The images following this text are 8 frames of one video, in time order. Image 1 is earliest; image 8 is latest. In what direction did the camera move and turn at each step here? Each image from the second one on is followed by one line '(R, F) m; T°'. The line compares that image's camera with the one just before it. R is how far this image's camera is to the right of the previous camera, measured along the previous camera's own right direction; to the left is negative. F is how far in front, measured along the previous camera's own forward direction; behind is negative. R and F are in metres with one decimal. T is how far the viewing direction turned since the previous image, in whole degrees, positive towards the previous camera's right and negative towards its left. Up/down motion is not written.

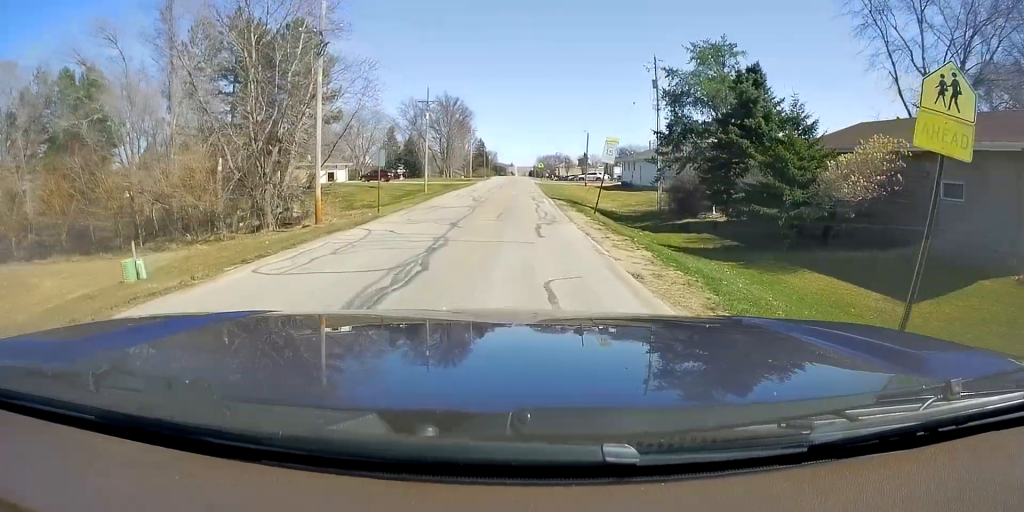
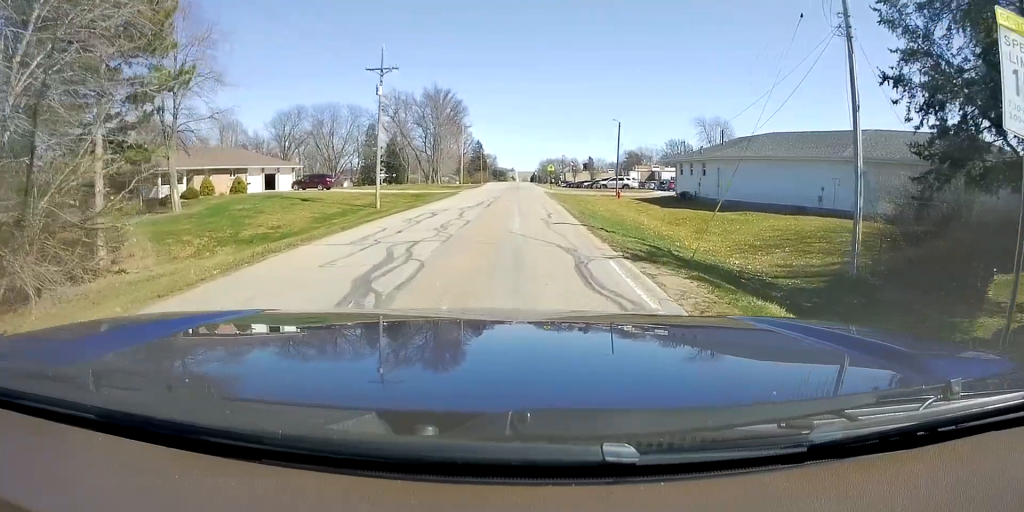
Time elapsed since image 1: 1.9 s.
(+0.1, +23.8) m; +2°
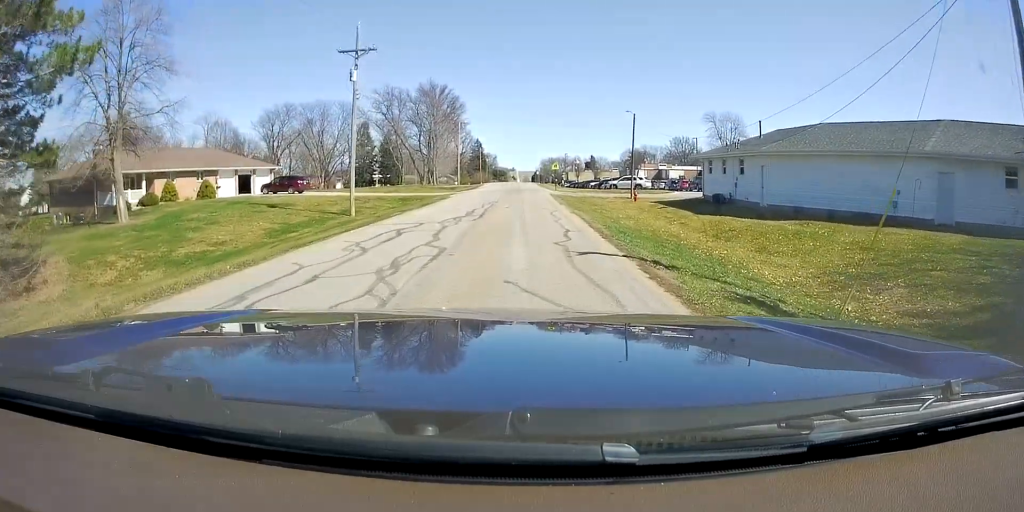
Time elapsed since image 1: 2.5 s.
(0.0, +6.9) m; -2°
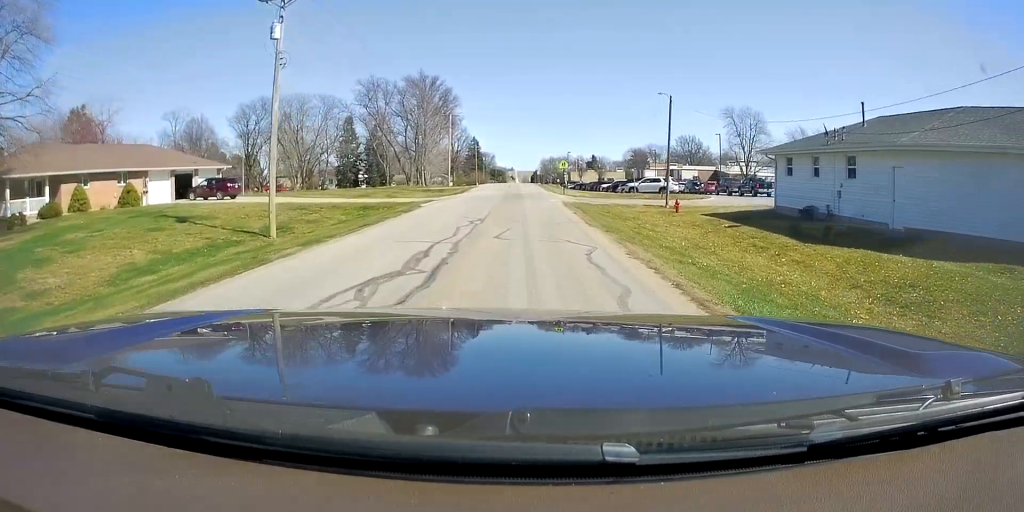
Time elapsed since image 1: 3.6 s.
(-0.4, +12.1) m; -1°
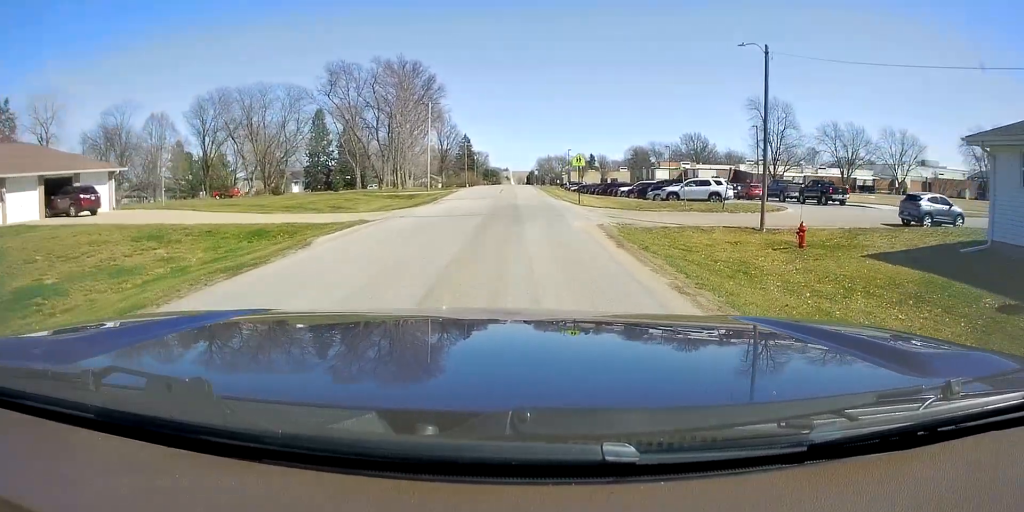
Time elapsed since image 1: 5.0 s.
(+0.5, +15.7) m; +3°
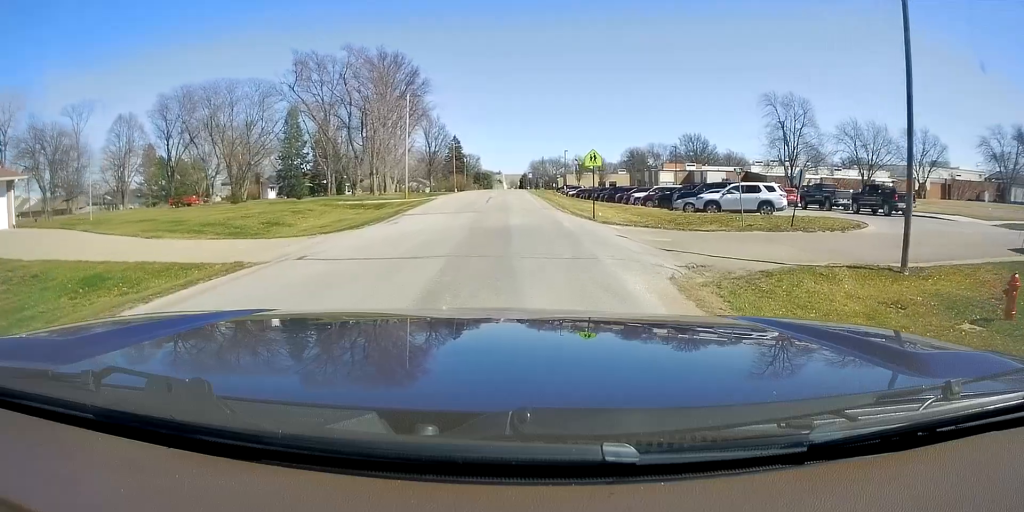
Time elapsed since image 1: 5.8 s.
(0.0, +9.6) m; 0°
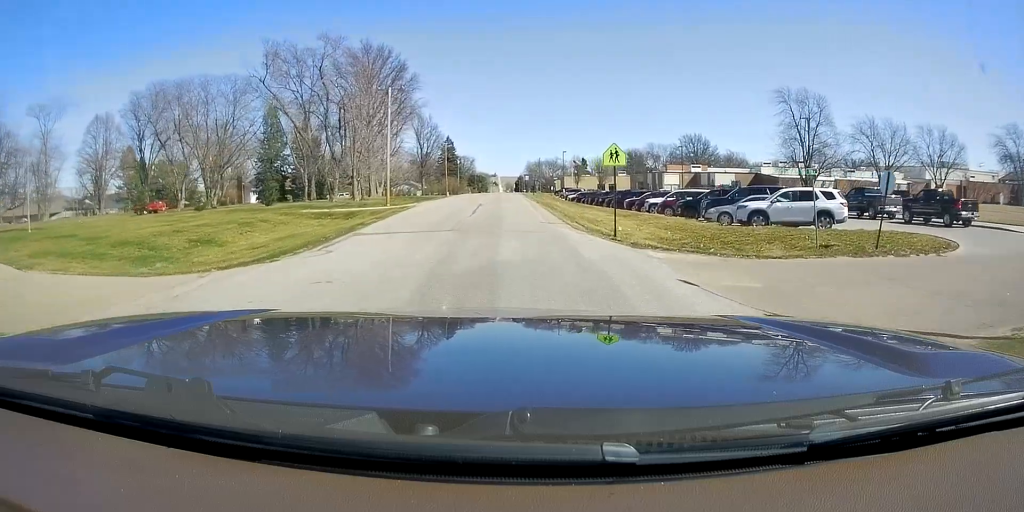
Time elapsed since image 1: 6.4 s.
(0.0, +6.9) m; 0°
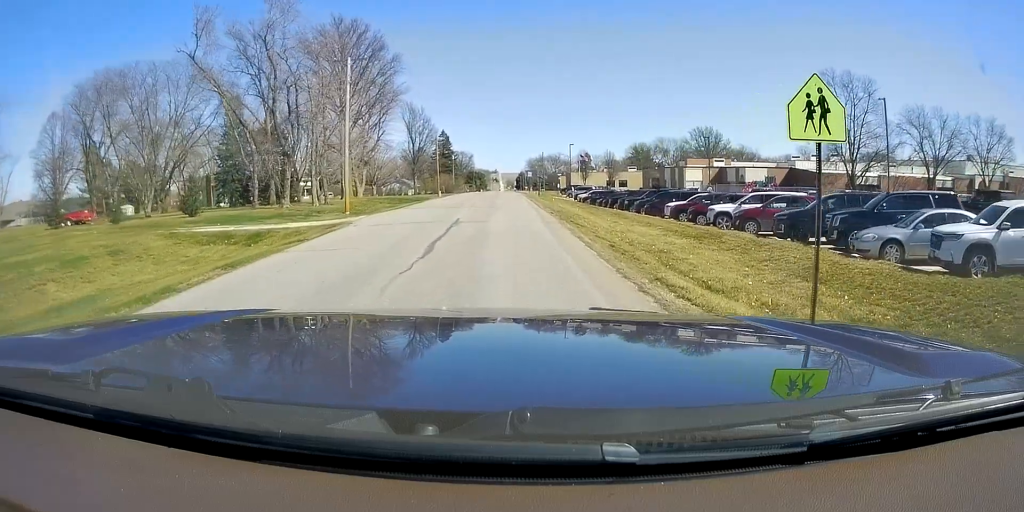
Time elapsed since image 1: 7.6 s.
(0.0, +13.8) m; 0°
